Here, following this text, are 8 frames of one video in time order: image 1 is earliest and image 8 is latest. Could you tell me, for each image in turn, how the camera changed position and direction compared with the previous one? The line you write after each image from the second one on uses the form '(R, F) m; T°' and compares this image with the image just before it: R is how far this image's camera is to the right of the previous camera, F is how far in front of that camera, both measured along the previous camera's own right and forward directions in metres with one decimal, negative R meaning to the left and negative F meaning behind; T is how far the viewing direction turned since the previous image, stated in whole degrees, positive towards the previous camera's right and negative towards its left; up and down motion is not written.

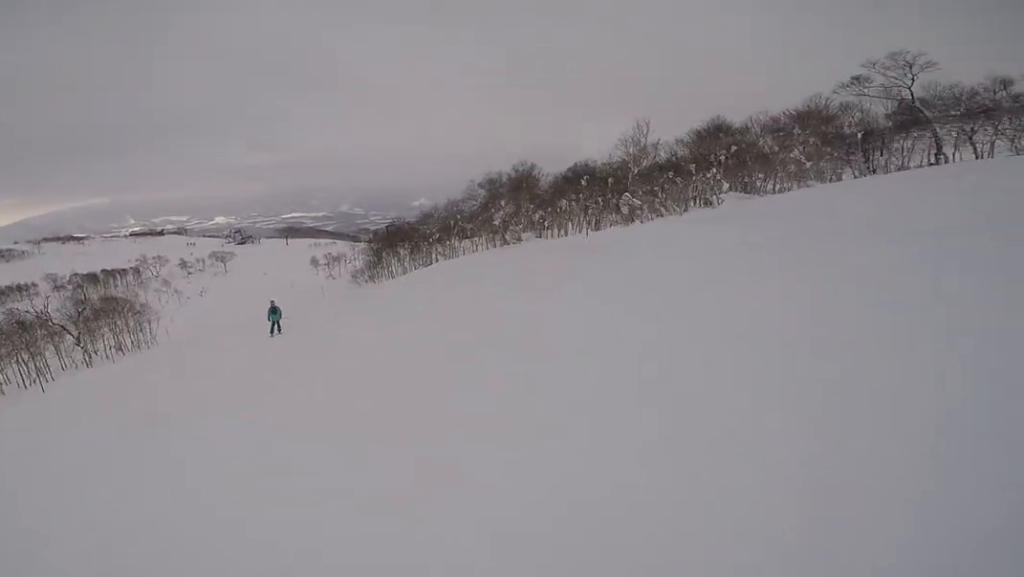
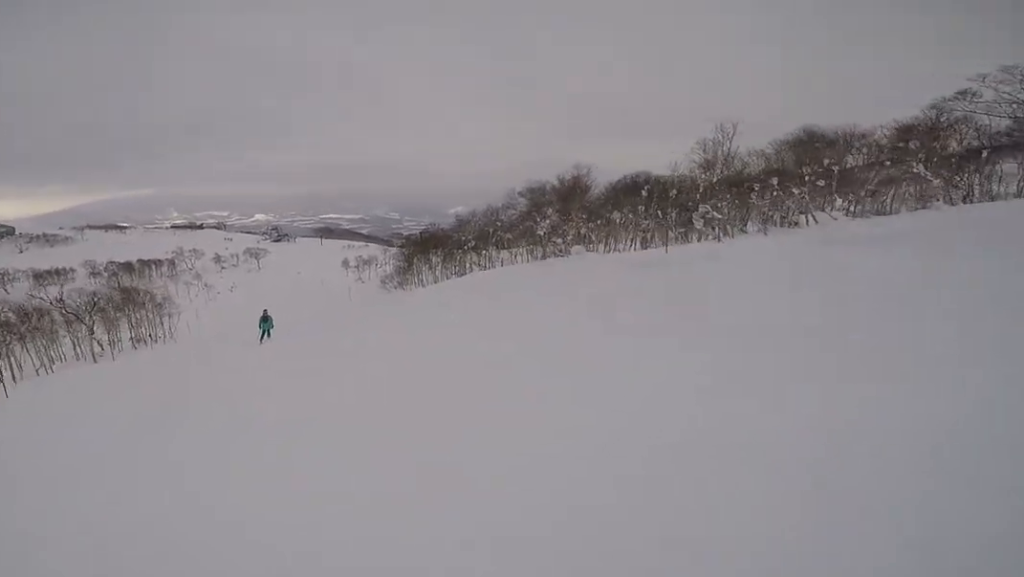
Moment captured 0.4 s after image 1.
(0.0, +3.0) m; -5°
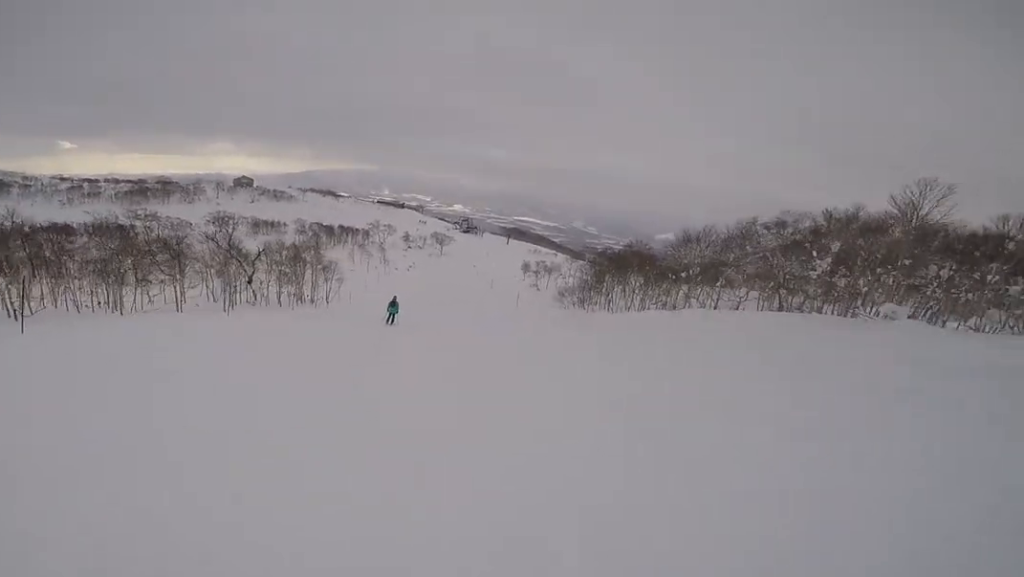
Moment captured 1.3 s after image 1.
(-1.3, +6.6) m; -17°
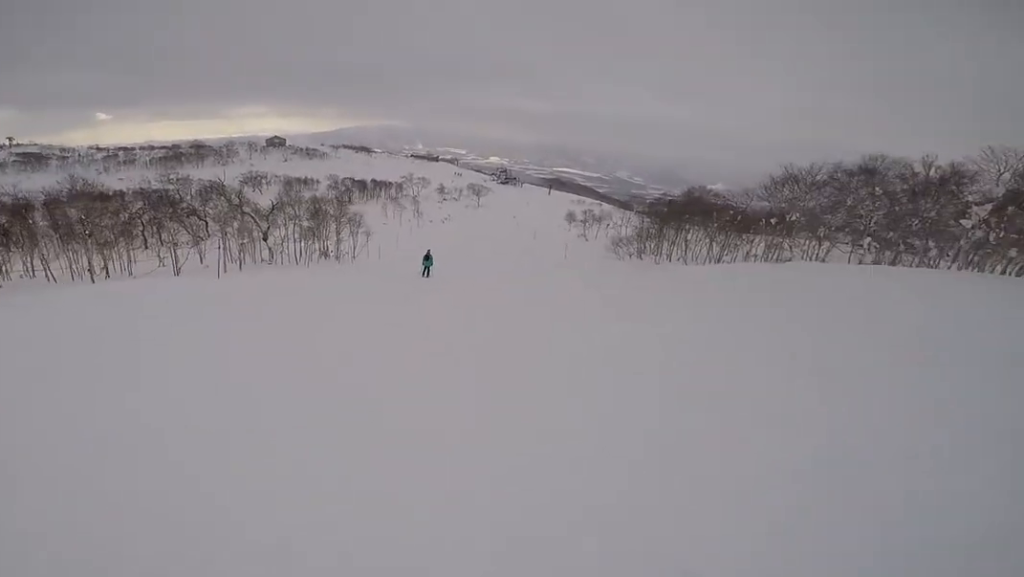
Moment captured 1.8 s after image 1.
(-0.4, +4.4) m; -3°
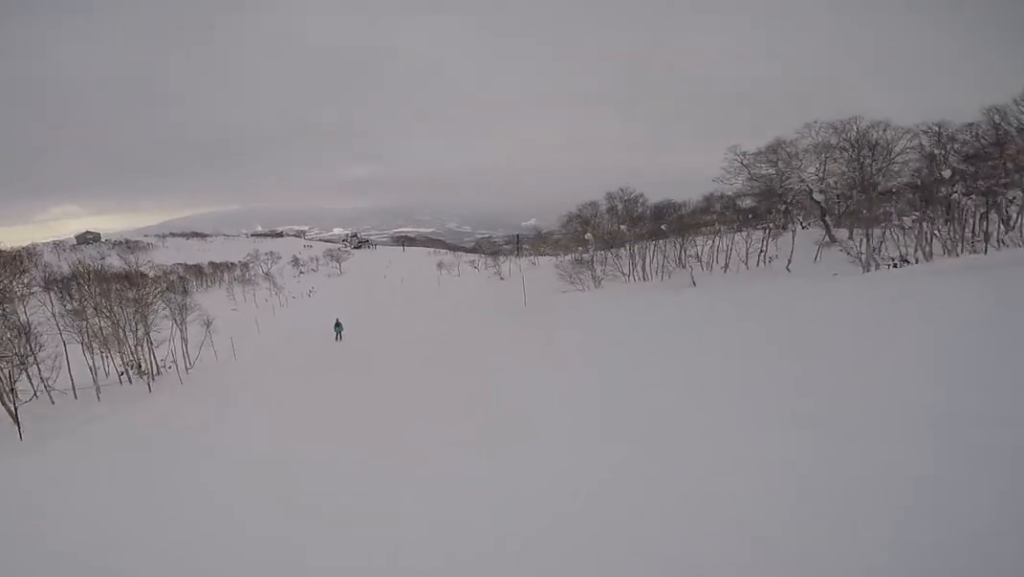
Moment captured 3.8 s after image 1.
(+0.2, +18.8) m; +5°
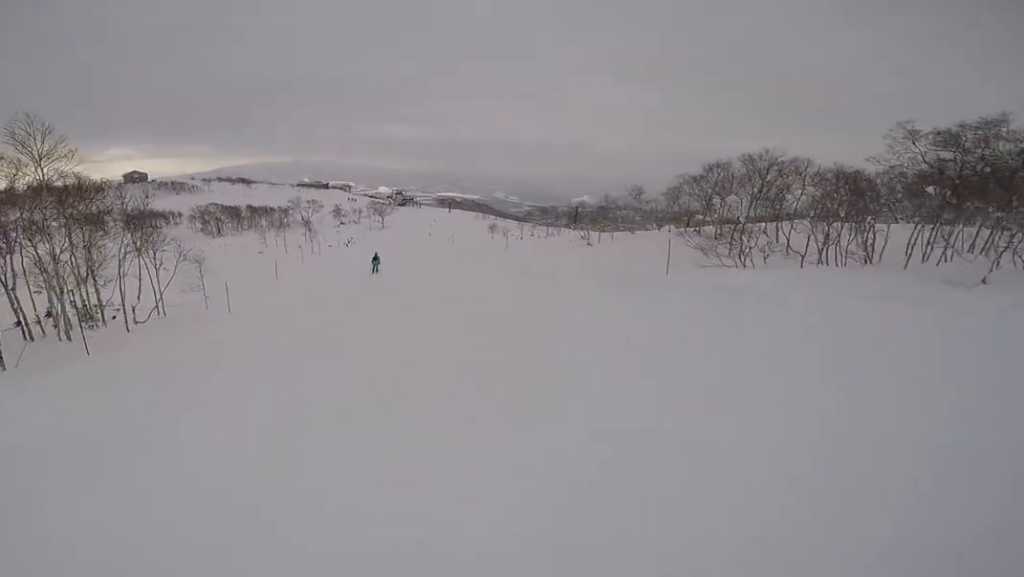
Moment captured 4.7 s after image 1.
(+0.3, +9.5) m; +2°
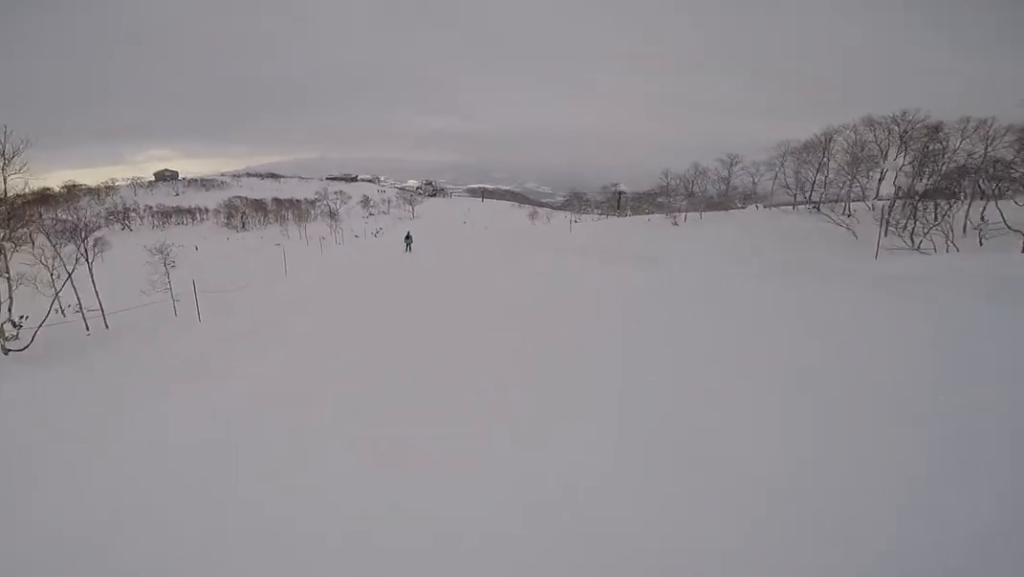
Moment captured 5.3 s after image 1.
(0.0, +6.6) m; 0°
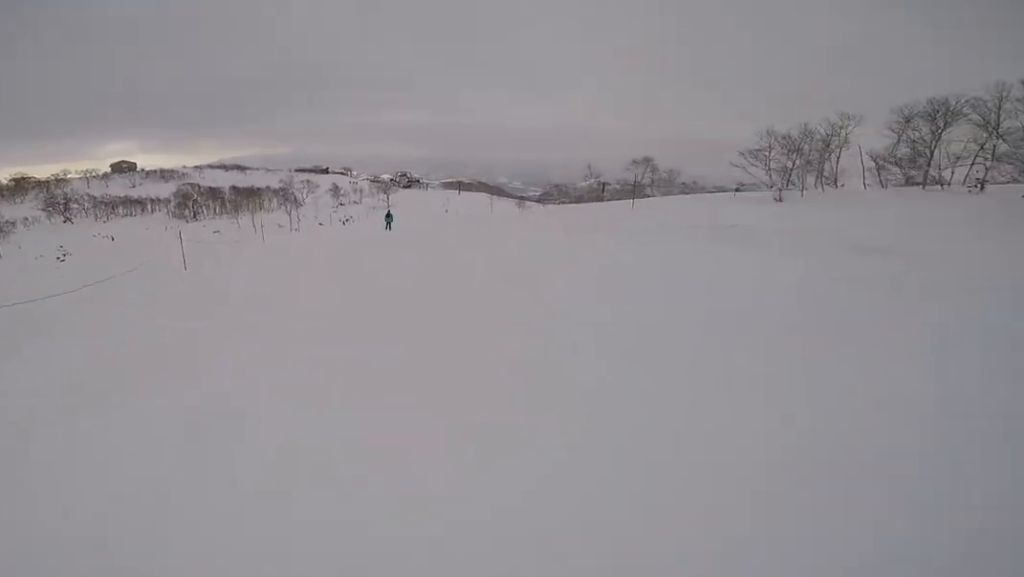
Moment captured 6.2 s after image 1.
(-0.1, +9.9) m; +1°
